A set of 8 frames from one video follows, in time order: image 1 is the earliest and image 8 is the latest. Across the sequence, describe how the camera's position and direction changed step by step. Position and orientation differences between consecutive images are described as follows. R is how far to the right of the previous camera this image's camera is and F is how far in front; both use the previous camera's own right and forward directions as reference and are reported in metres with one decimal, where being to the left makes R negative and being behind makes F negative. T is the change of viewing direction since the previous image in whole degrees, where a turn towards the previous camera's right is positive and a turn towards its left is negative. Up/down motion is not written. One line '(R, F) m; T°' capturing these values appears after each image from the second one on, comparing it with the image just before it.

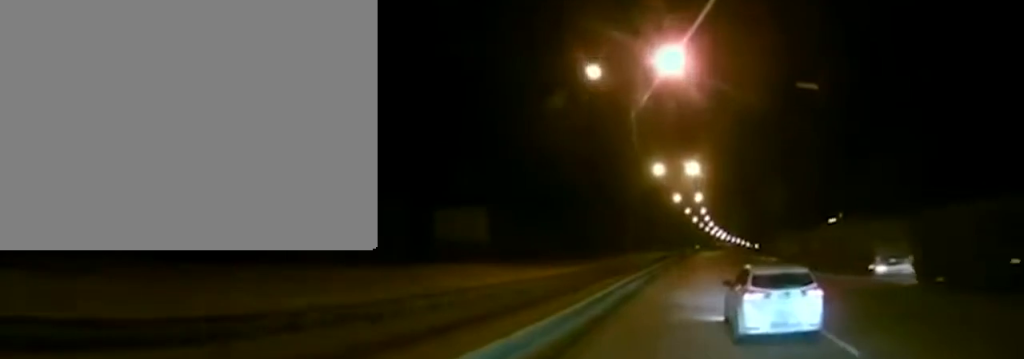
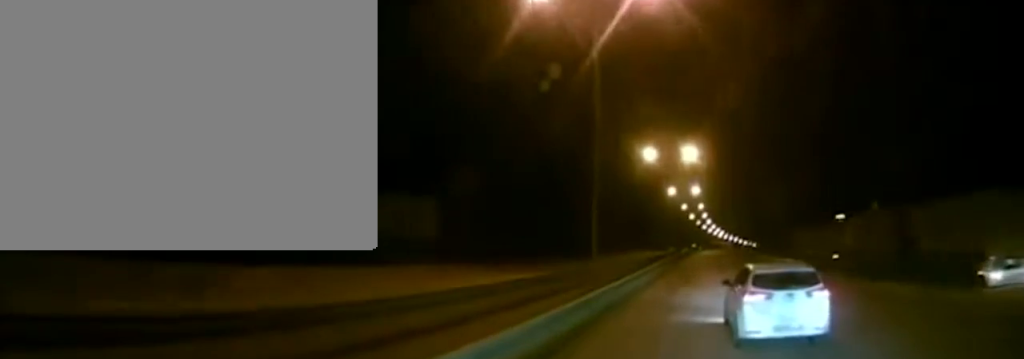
(0.0, +10.6) m; 0°
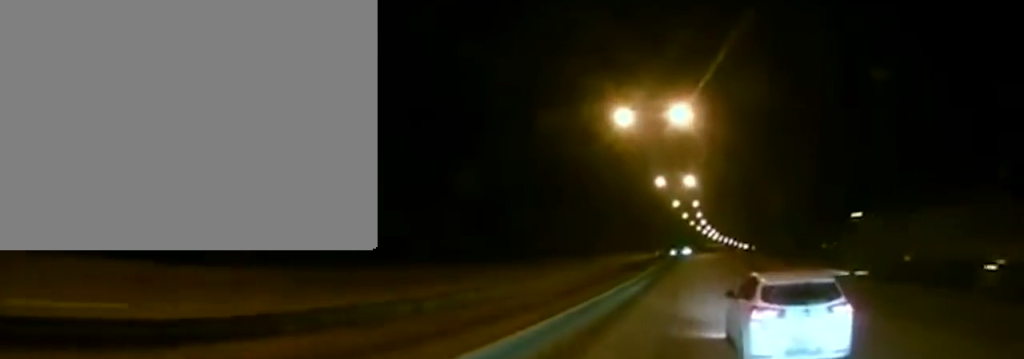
(+0.1, +19.0) m; +1°
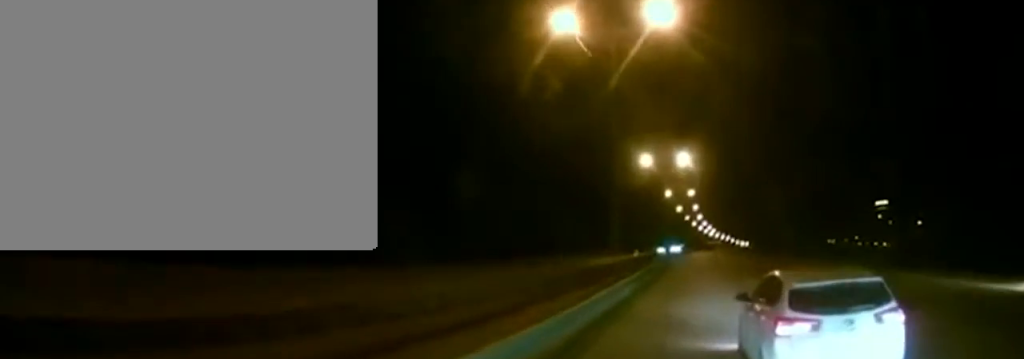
(+0.1, +17.6) m; 0°
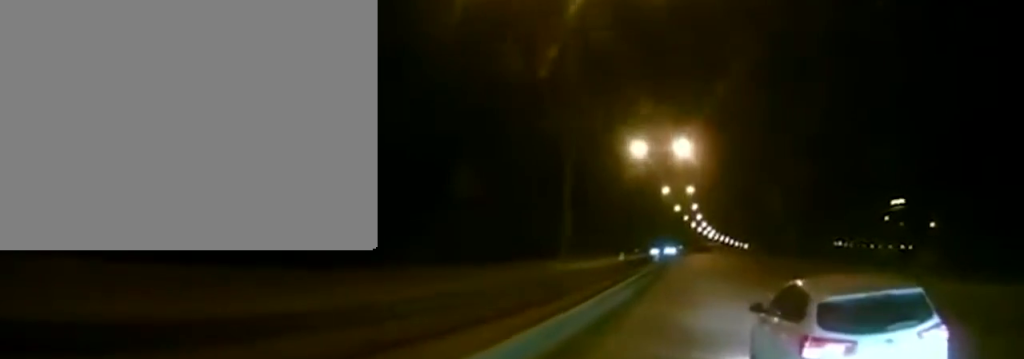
(0.0, +8.3) m; 0°
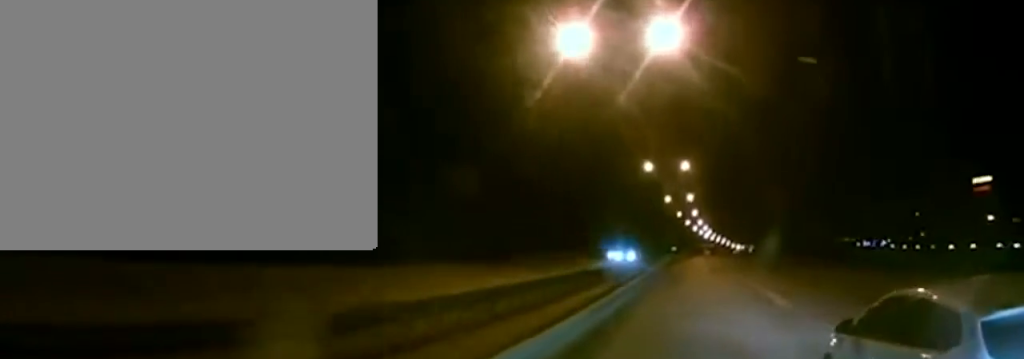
(+0.1, +30.6) m; +1°
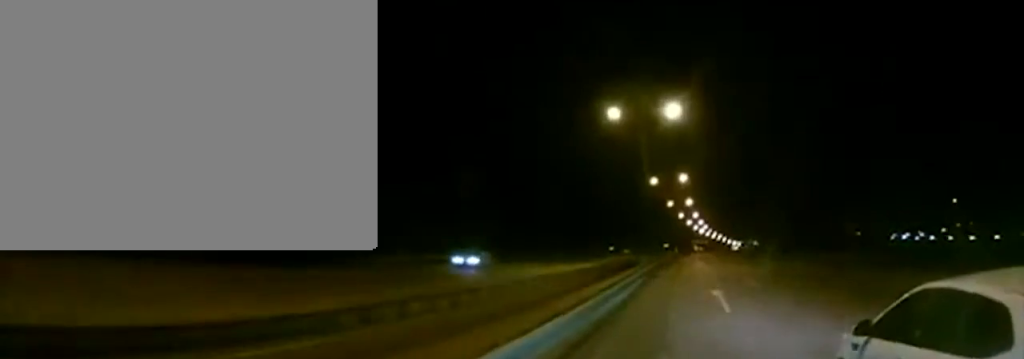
(+0.3, +25.7) m; +1°
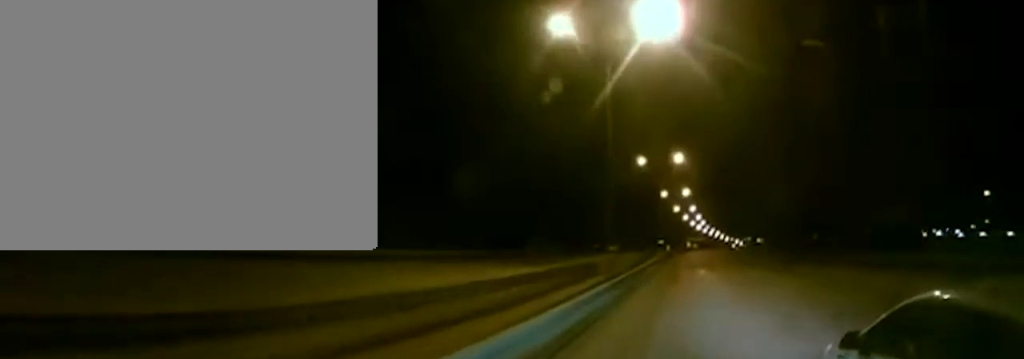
(0.0, +16.6) m; 0°
